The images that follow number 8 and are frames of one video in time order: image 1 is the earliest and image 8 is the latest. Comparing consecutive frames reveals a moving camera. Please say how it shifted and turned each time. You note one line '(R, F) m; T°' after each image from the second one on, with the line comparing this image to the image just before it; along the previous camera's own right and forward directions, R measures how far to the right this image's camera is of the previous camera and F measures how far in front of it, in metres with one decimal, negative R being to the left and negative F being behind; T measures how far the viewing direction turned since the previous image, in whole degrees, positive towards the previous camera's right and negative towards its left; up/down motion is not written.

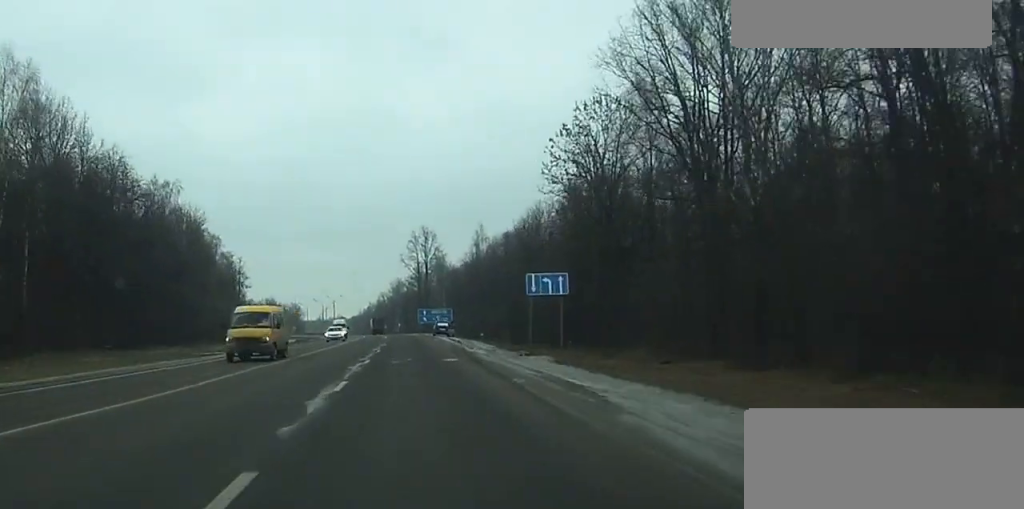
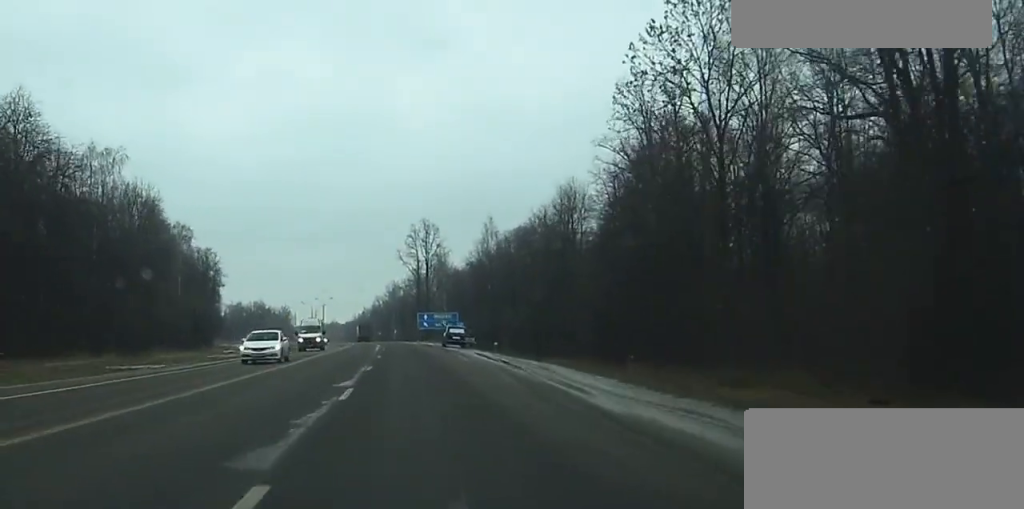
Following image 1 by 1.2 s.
(0.0, +25.0) m; 0°
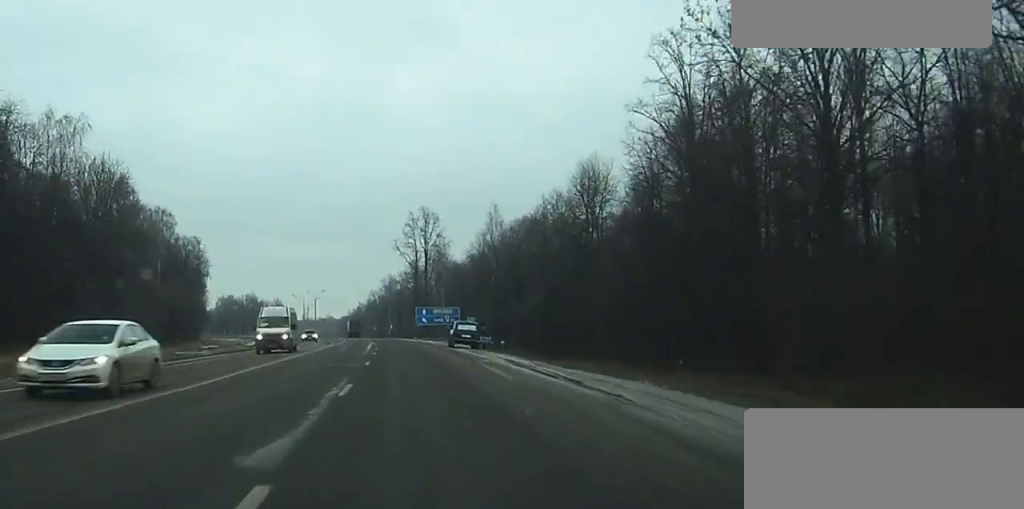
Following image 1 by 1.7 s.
(0.0, +12.0) m; 0°
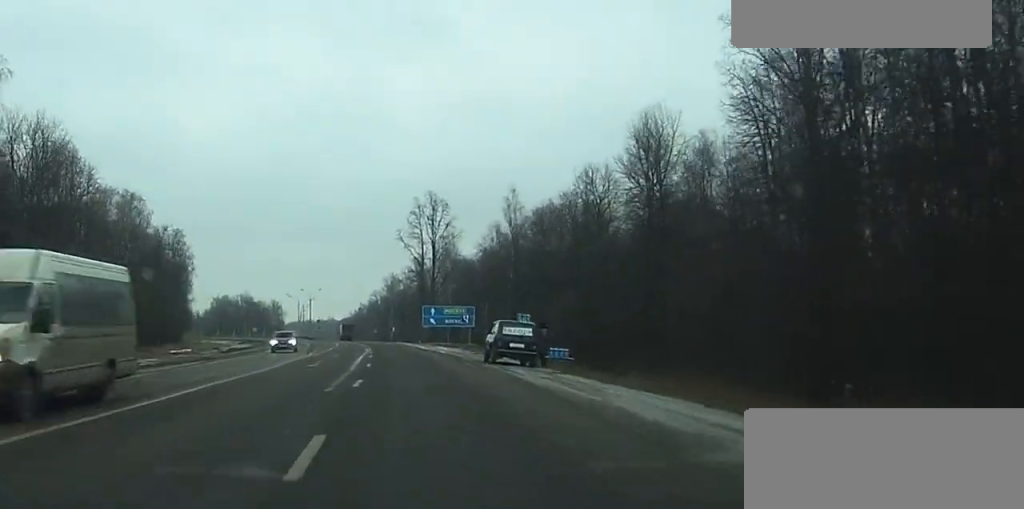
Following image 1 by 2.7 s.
(0.0, +20.4) m; 0°
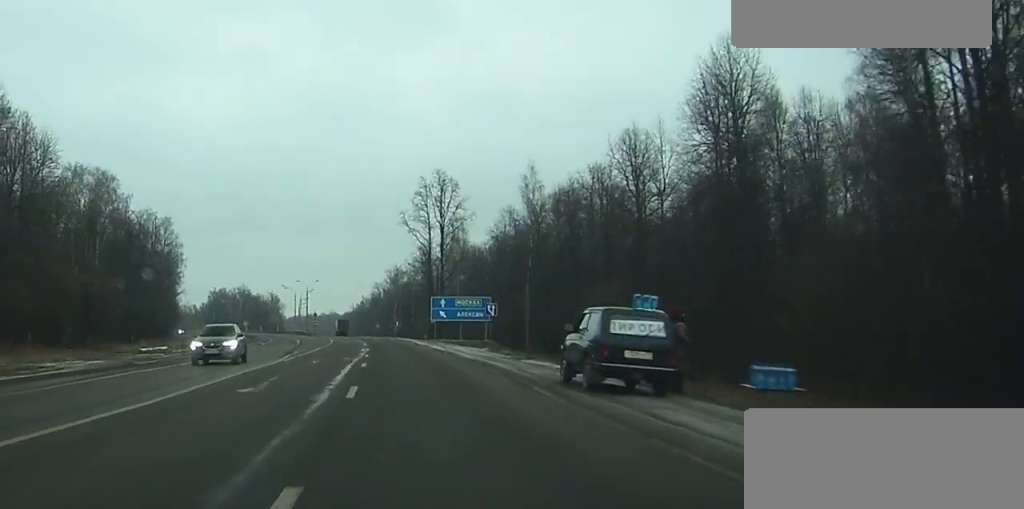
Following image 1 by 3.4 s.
(-0.1, +15.3) m; 0°
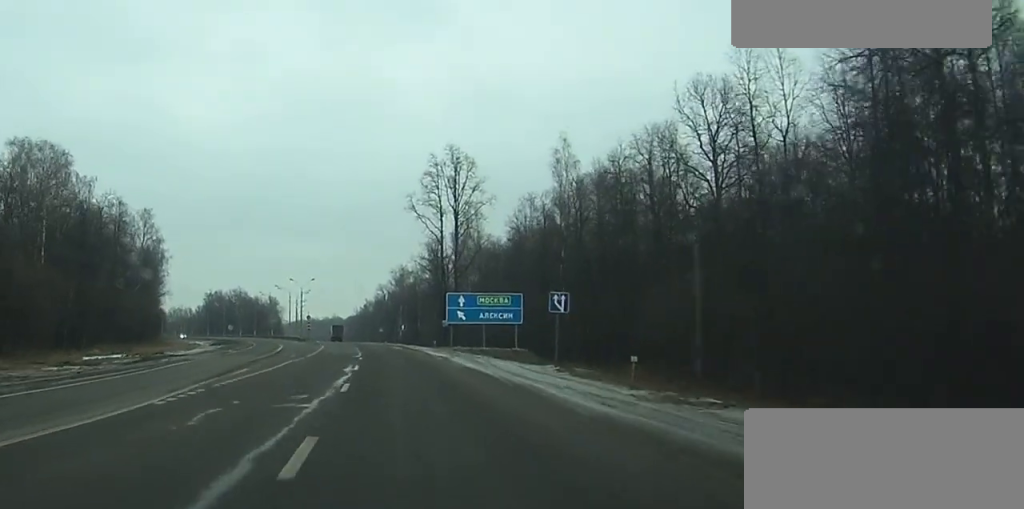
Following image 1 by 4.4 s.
(-0.1, +20.7) m; -1°
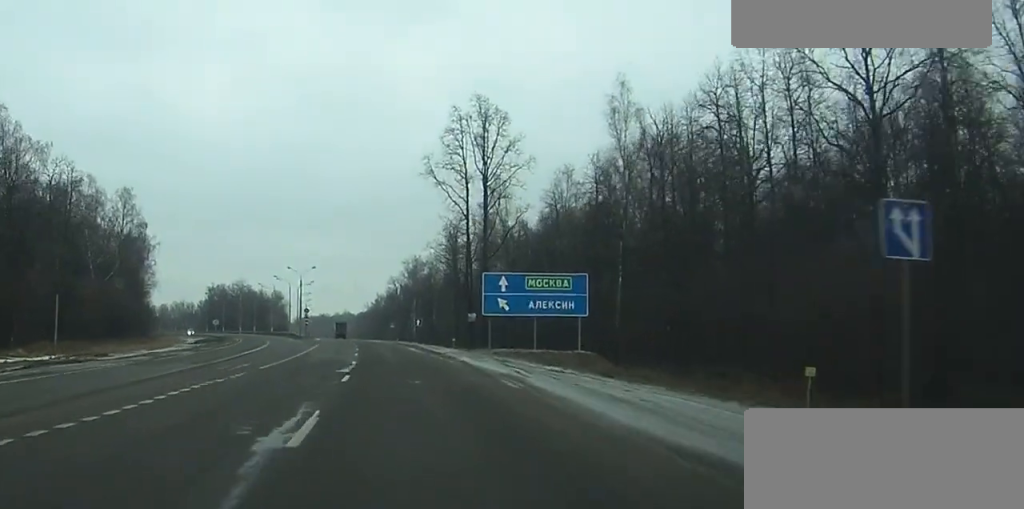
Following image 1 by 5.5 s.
(-0.1, +21.7) m; -1°
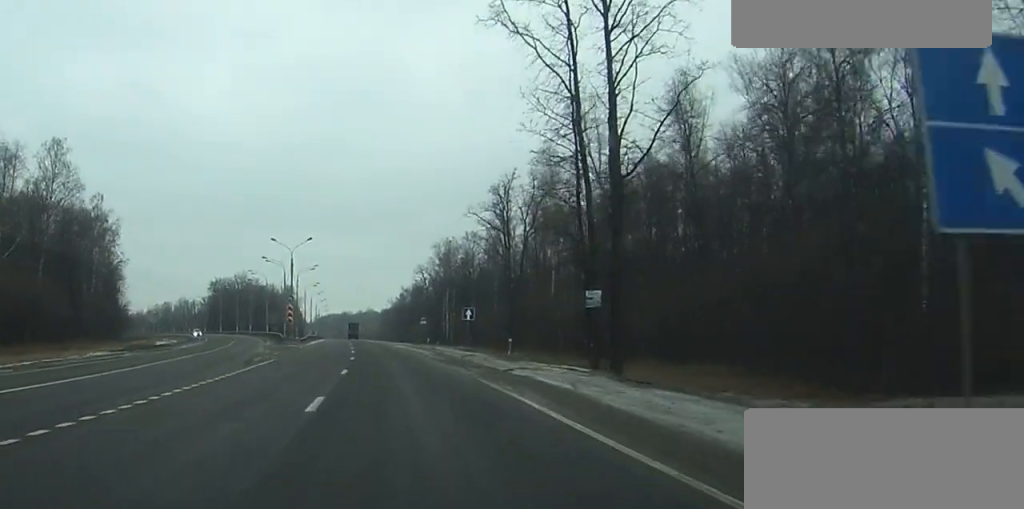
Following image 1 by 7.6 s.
(-0.6, +42.0) m; -2°
